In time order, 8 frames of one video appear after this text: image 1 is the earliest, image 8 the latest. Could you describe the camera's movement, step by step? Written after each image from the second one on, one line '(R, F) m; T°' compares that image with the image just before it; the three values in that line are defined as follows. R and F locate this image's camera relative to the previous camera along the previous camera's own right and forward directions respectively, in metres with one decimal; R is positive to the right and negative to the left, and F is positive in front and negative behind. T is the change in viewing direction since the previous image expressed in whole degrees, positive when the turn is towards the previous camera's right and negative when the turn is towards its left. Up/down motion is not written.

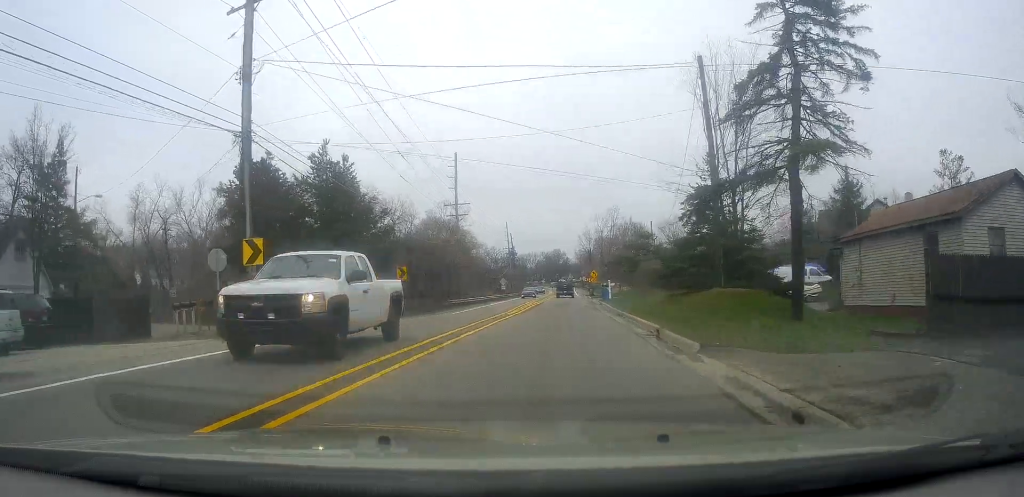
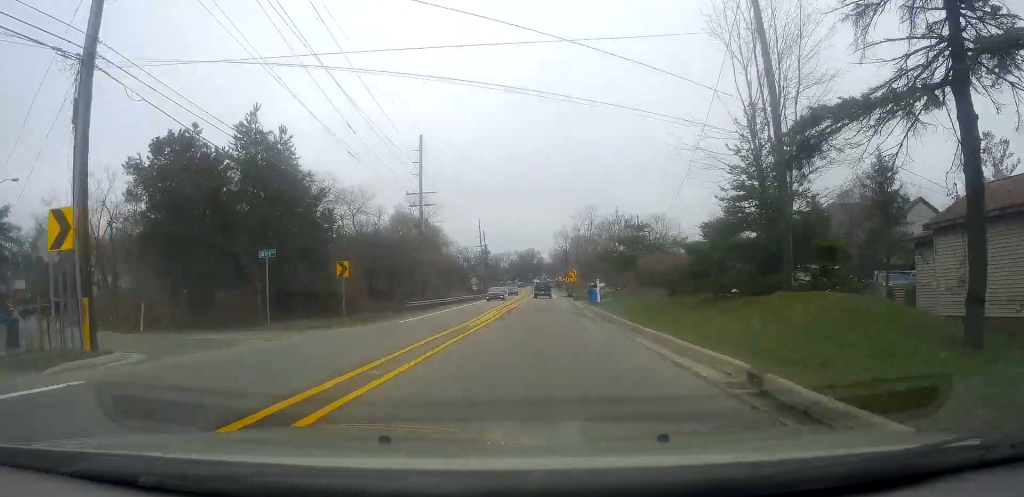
(0.0, +7.7) m; +3°
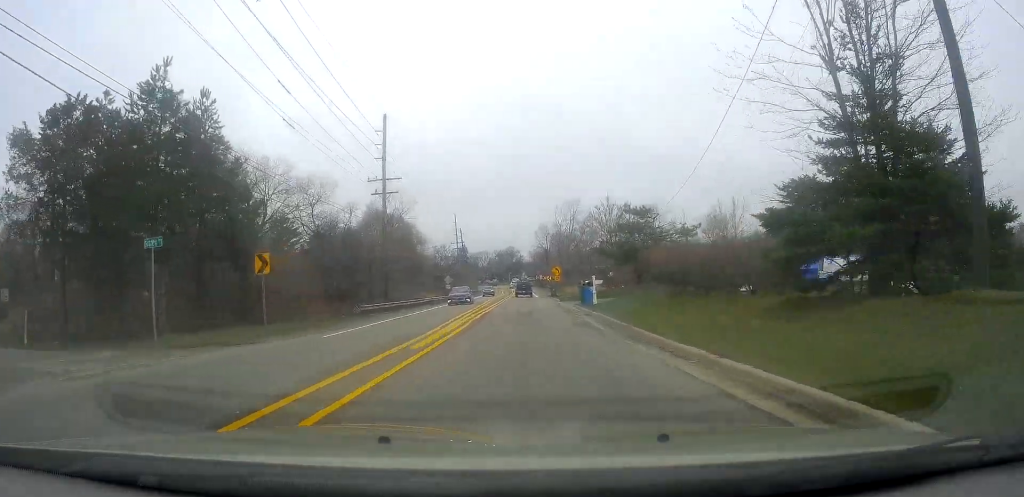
(+0.6, +7.7) m; +4°
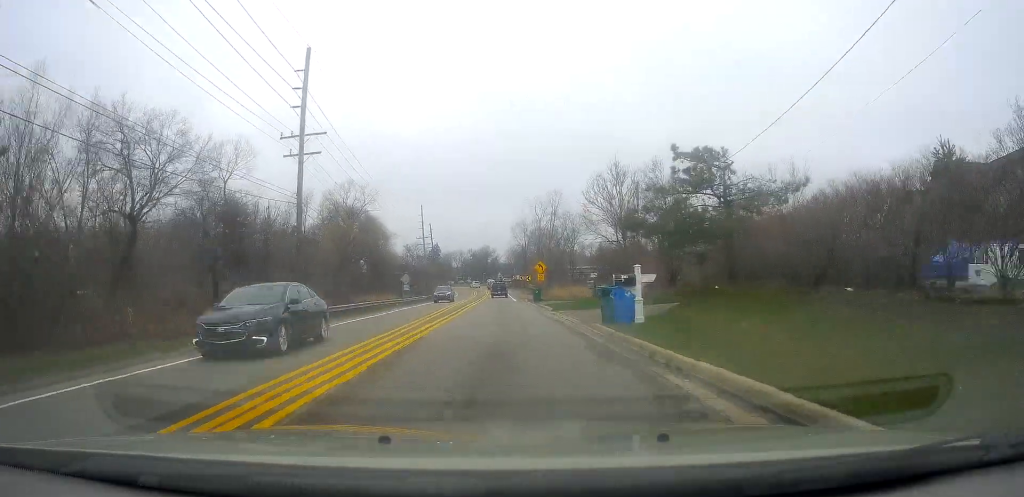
(+0.8, +15.8) m; +2°
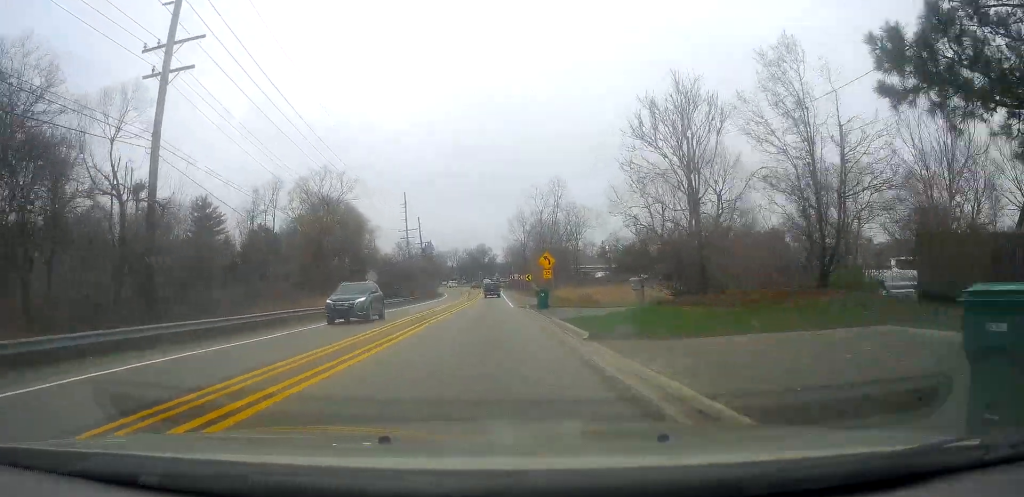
(-0.4, +15.1) m; 0°
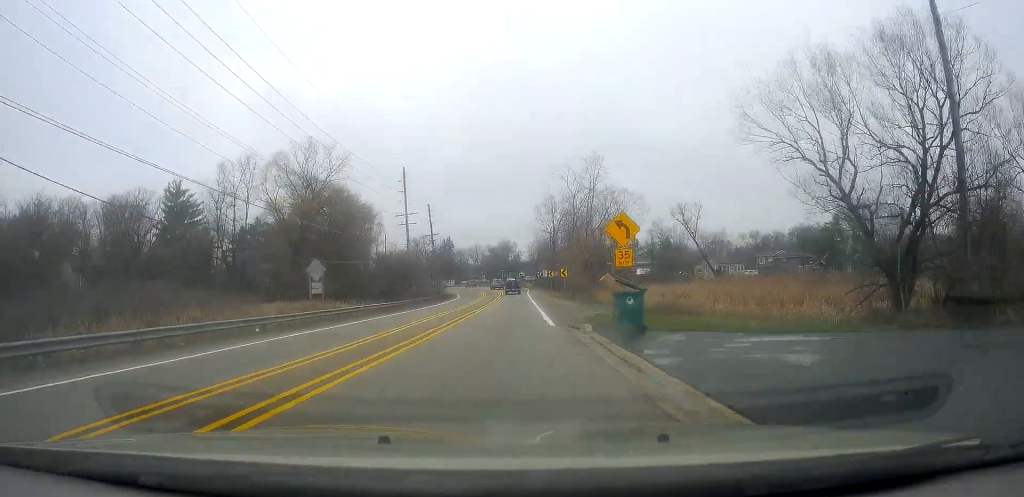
(+0.5, +20.4) m; +1°
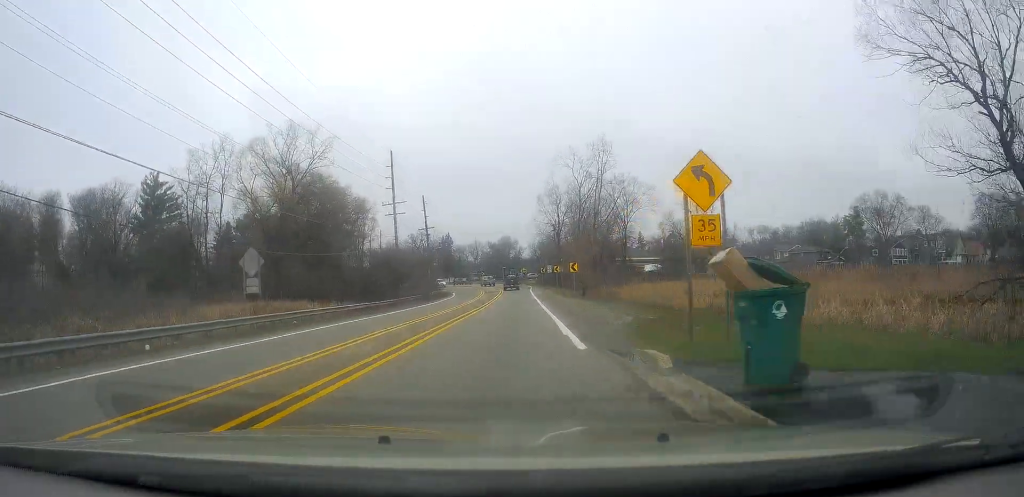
(-0.2, +8.6) m; 0°
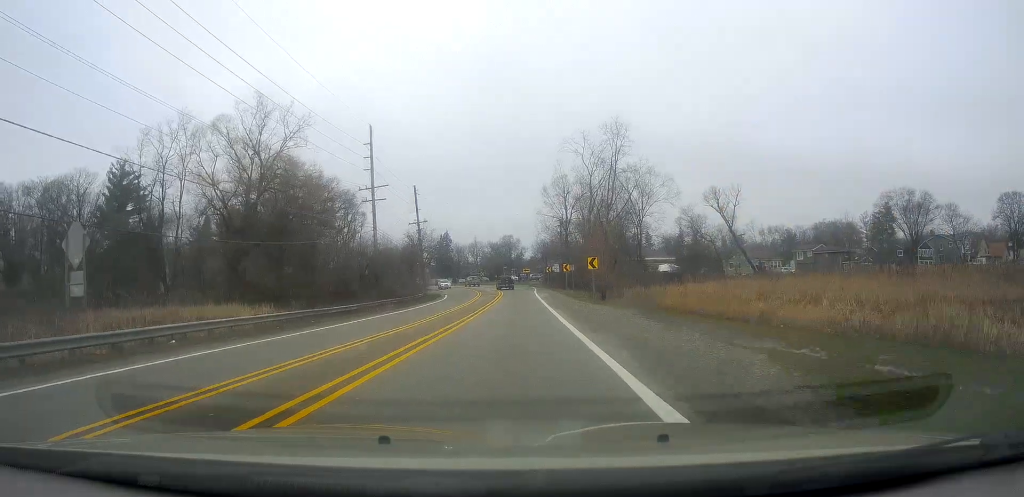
(-0.1, +11.3) m; 0°
